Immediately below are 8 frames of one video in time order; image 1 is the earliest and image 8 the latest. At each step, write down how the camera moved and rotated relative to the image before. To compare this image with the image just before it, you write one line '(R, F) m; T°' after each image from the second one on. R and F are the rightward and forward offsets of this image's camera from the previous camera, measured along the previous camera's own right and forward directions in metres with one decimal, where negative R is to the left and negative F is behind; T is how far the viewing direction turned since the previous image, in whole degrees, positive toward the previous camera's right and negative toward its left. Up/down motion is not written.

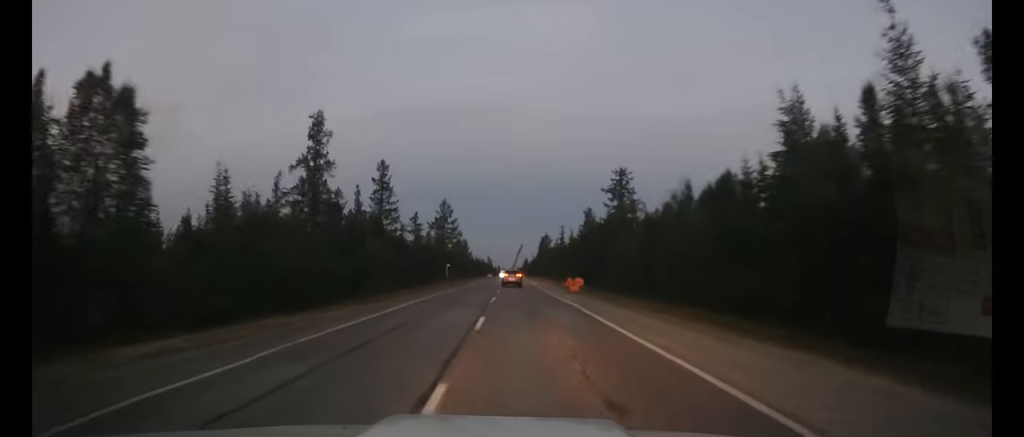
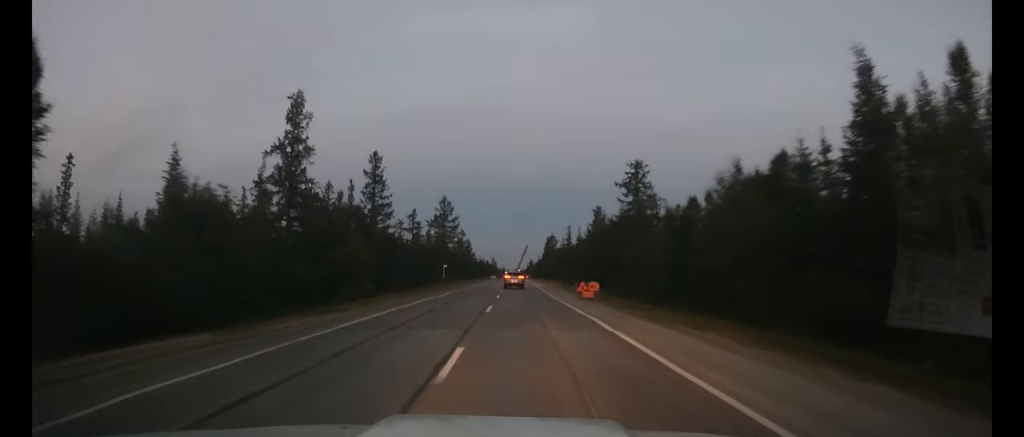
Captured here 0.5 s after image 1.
(+0.1, +6.8) m; 0°
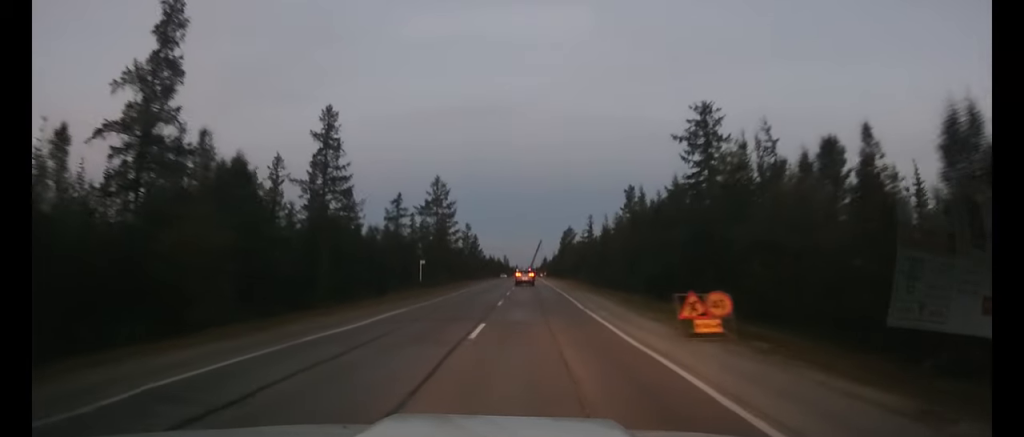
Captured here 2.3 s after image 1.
(0.0, +21.8) m; 0°
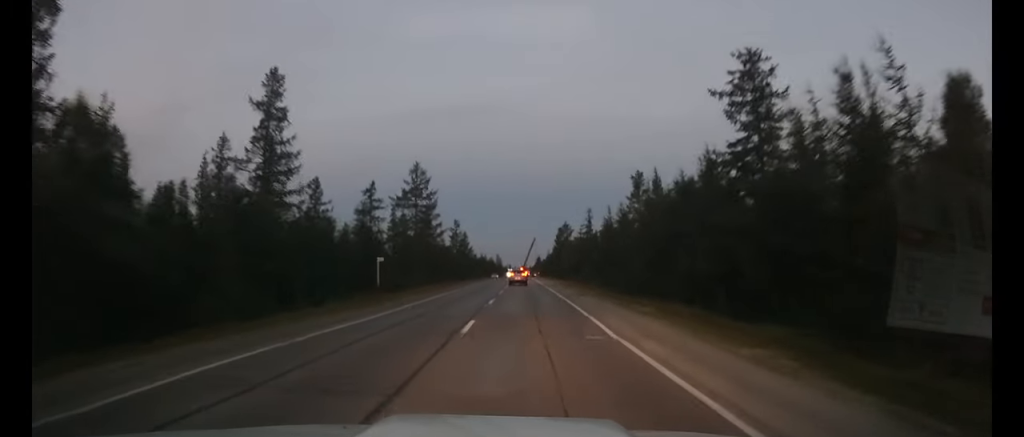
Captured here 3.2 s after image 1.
(-0.1, +11.1) m; 0°
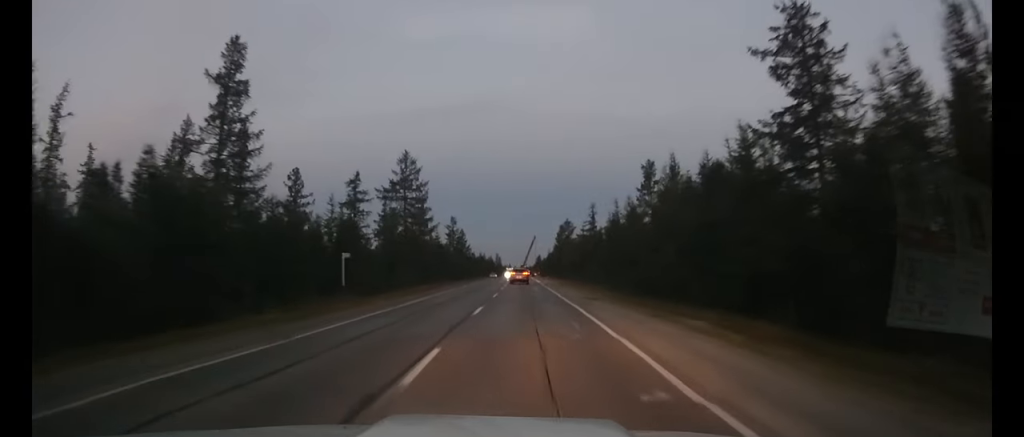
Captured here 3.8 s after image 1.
(0.0, +6.6) m; 0°
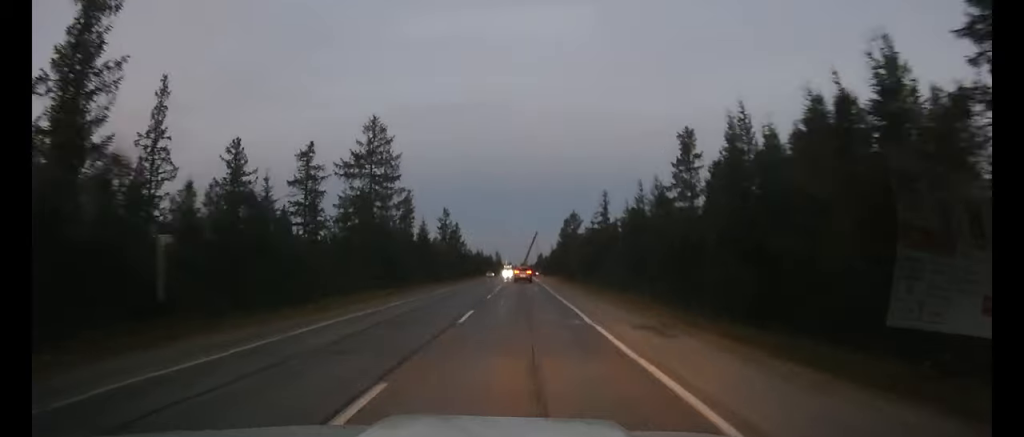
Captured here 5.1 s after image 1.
(0.0, +15.2) m; 0°
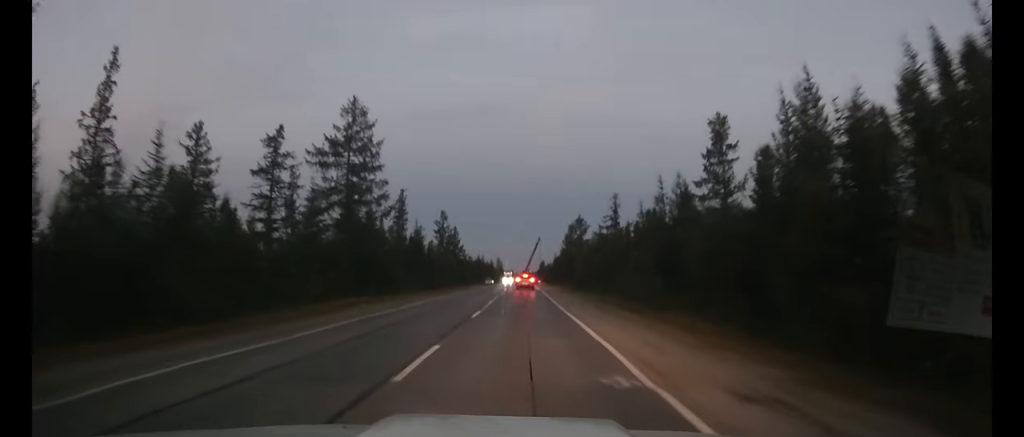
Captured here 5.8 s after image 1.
(0.0, +7.8) m; 0°
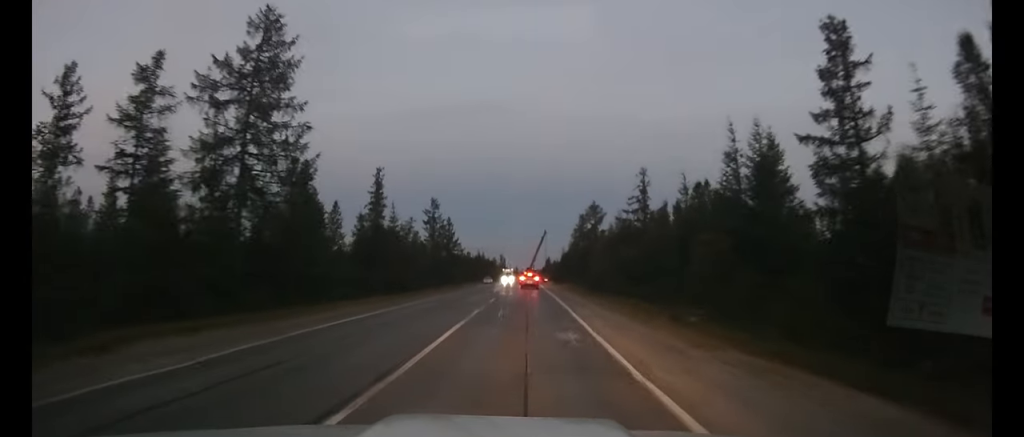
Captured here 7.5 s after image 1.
(+0.1, +17.7) m; 0°
